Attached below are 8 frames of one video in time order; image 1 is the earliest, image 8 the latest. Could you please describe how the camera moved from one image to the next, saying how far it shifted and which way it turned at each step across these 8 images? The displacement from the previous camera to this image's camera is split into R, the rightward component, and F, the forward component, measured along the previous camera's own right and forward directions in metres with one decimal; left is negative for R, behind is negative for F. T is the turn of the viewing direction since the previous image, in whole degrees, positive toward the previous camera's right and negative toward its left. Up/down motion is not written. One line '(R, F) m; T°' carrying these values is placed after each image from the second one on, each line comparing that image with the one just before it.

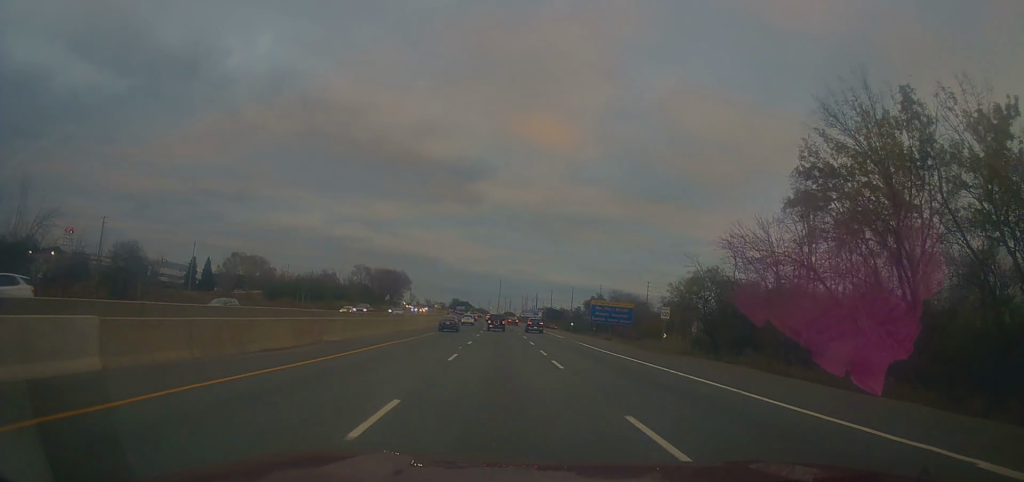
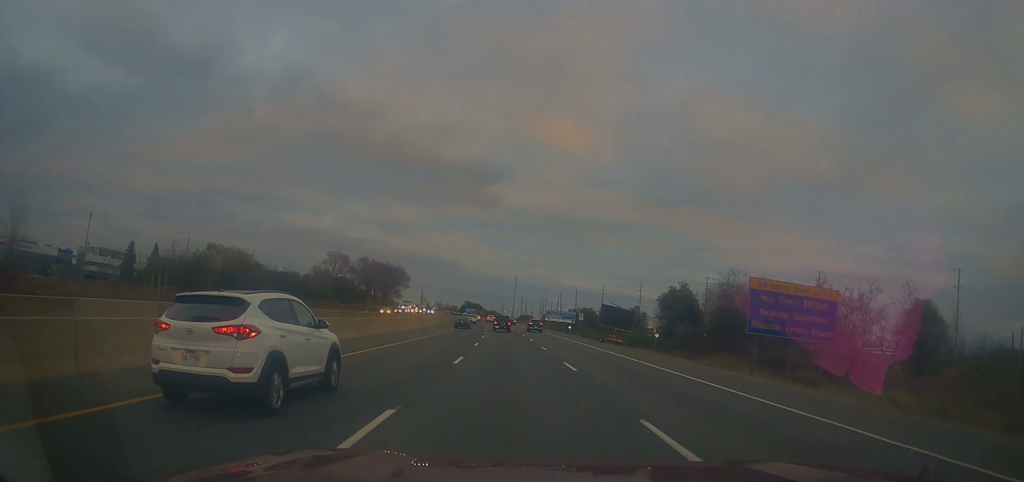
(-1.3, +49.2) m; -1°
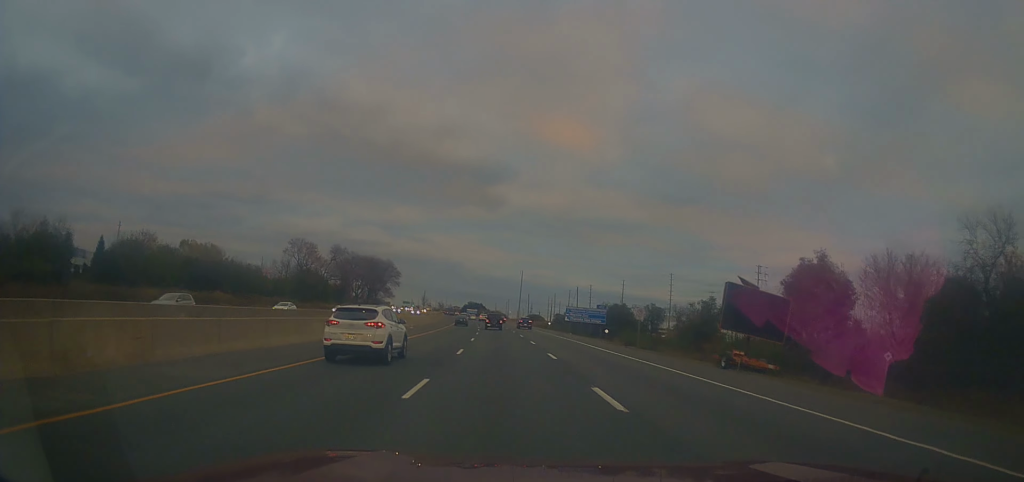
(0.0, +32.4) m; 0°
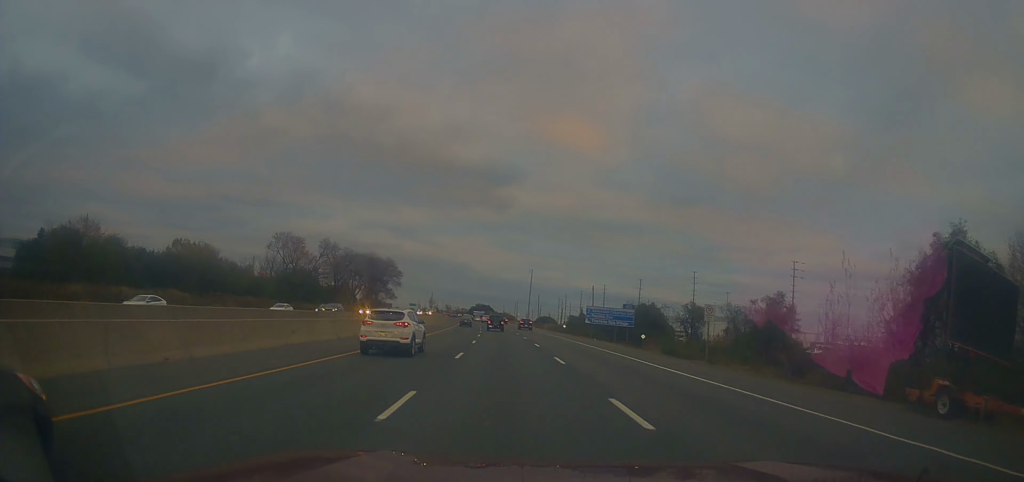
(0.0, +14.0) m; 0°
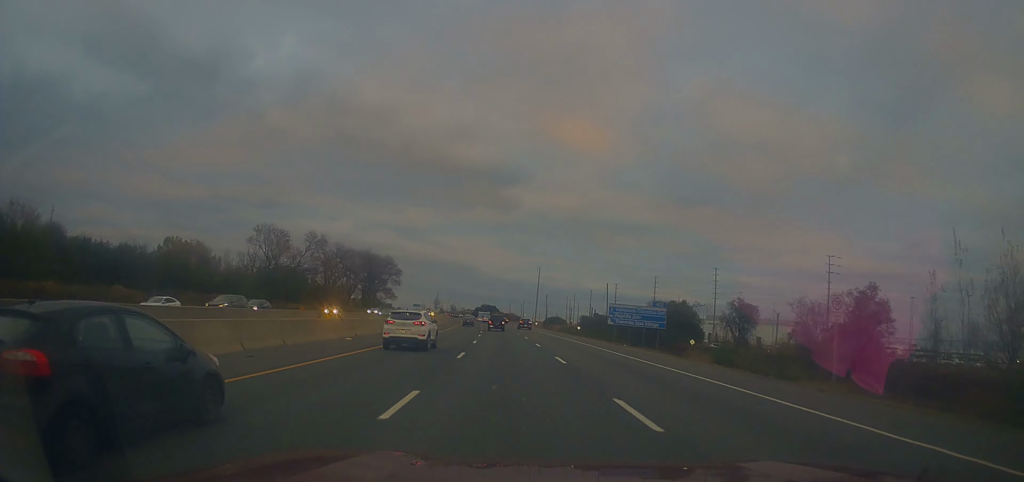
(0.0, +12.3) m; -1°
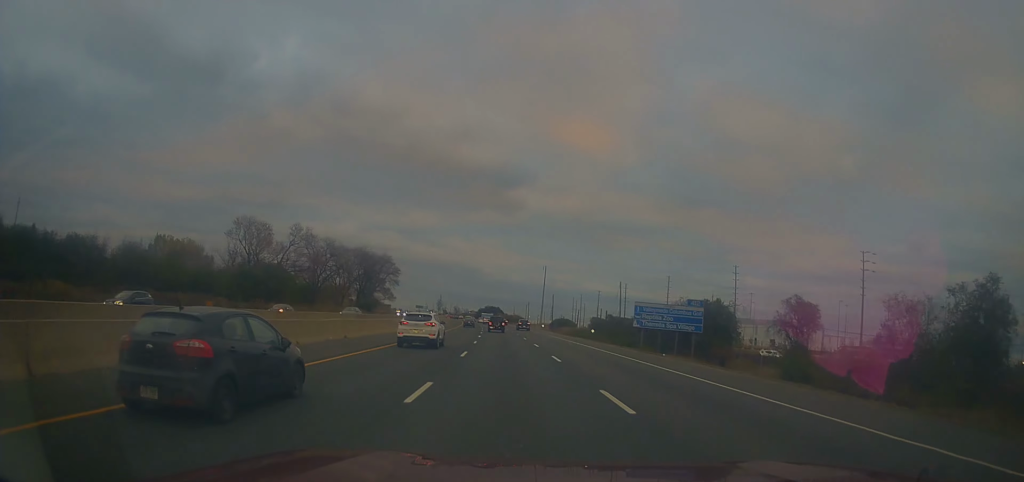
(+0.2, +10.6) m; -1°
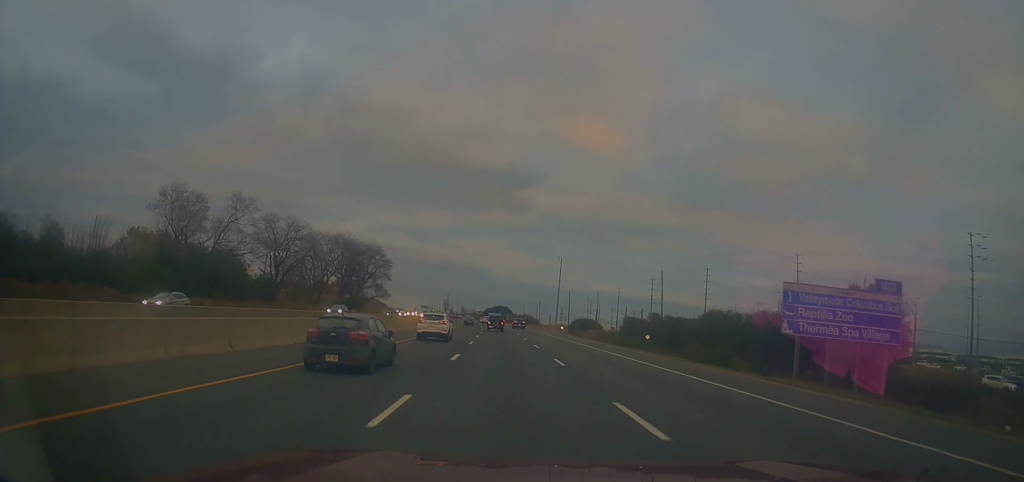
(-1.0, +26.5) m; -2°
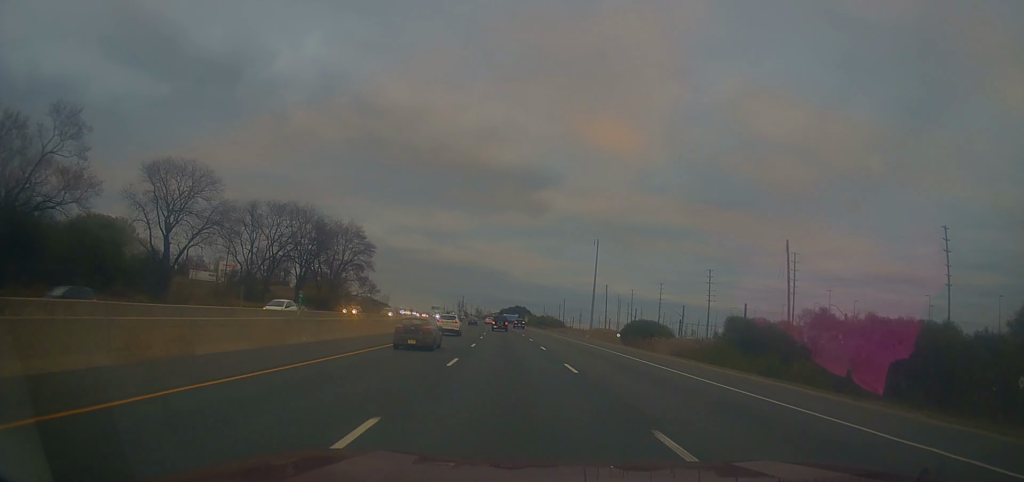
(-0.2, +39.1) m; -1°
